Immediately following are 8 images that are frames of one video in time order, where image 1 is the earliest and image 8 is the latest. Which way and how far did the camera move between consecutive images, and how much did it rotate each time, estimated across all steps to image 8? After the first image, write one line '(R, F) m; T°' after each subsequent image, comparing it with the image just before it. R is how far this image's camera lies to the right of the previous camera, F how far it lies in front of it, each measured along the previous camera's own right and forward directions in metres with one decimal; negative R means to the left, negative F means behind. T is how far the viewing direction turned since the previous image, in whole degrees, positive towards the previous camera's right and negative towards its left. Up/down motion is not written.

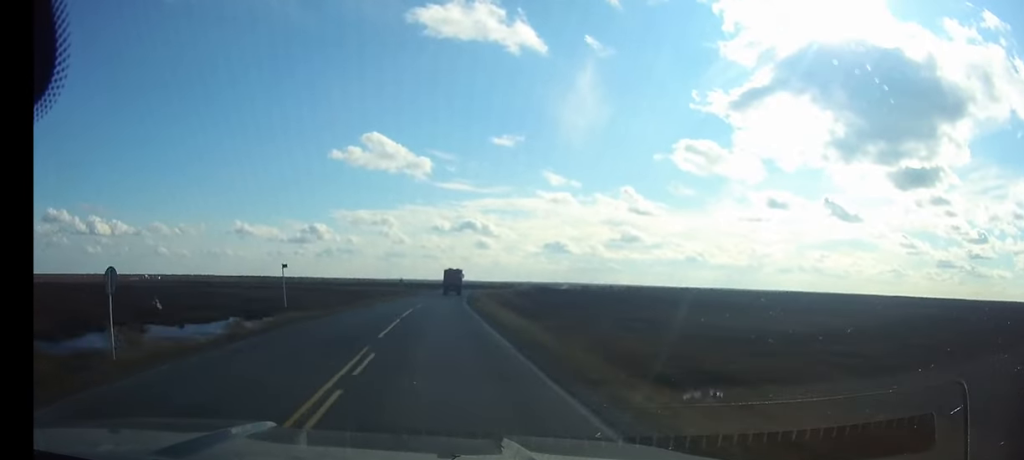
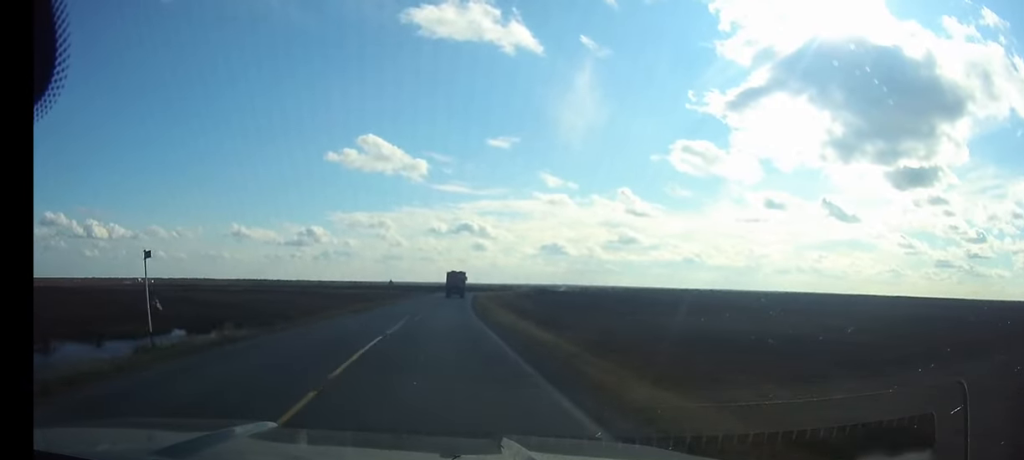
(+0.1, +14.6) m; +1°
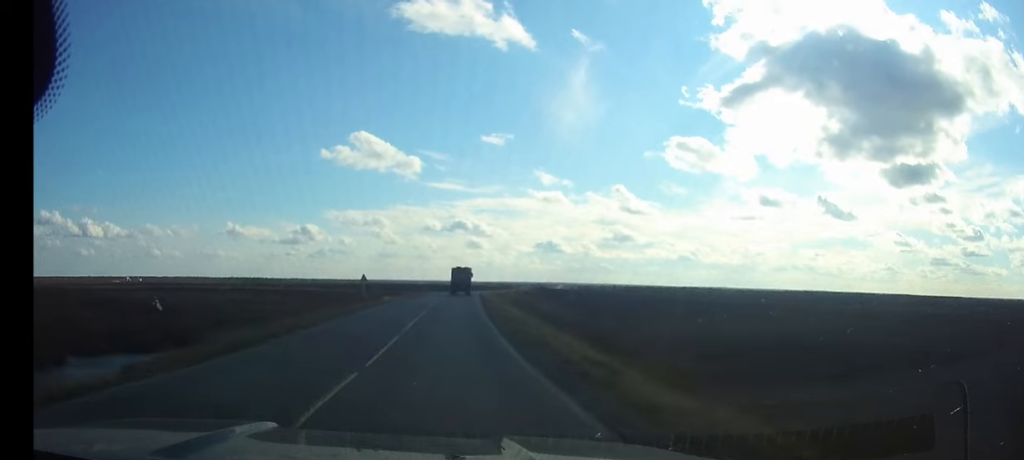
(+0.2, +22.2) m; +1°
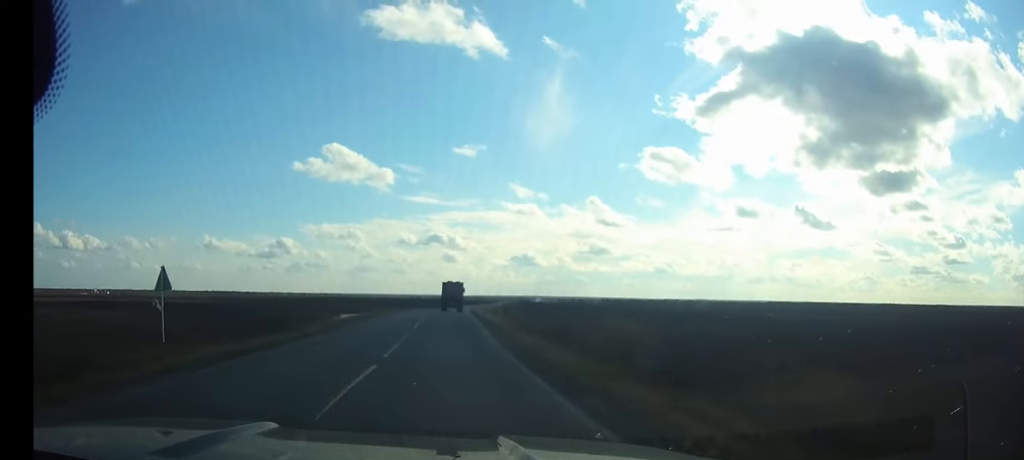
(+0.5, +36.5) m; +2°
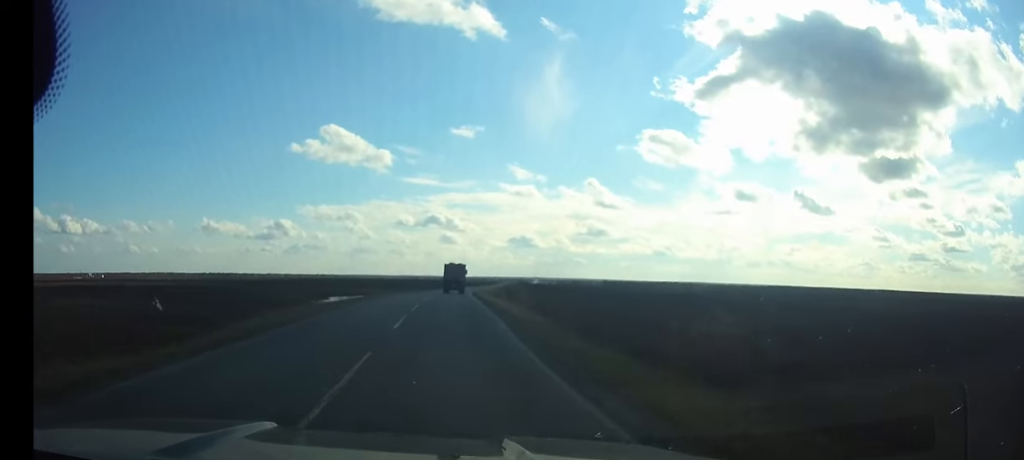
(+0.1, +10.0) m; +1°
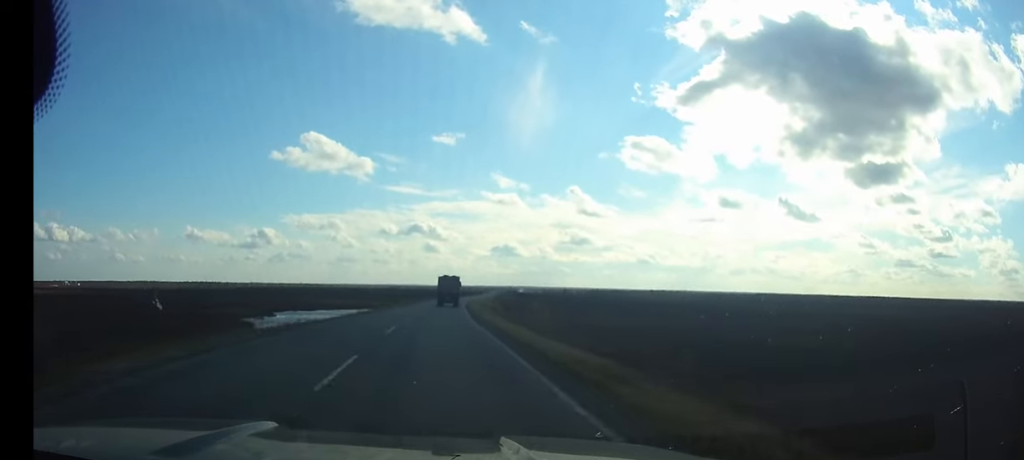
(+0.3, +30.8) m; +1°
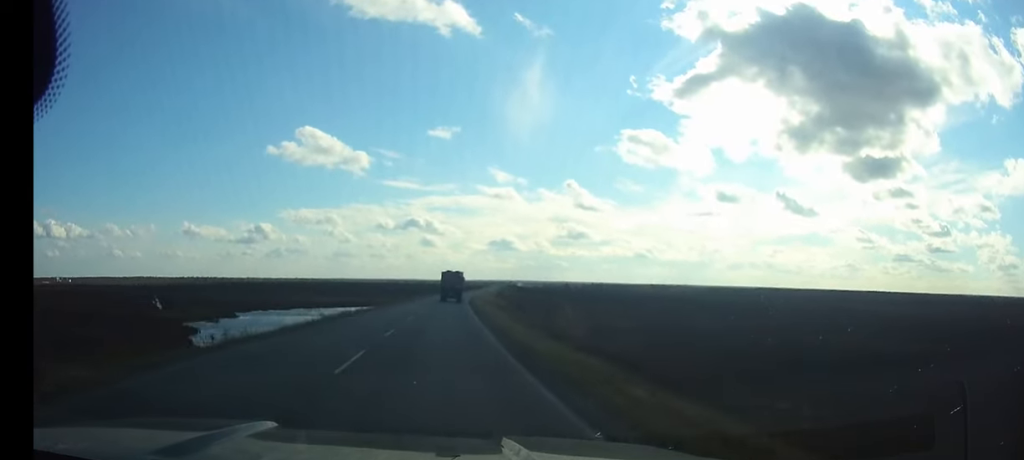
(+0.1, +17.7) m; +1°
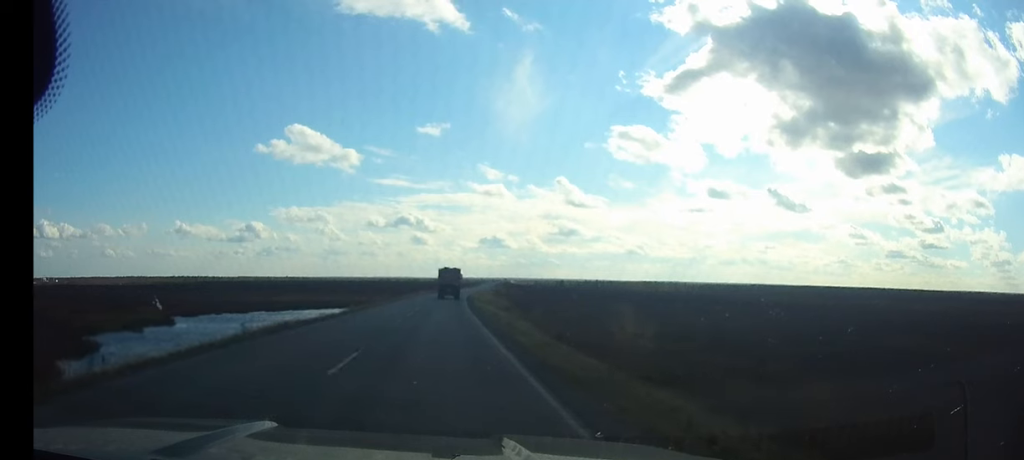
(+0.1, +18.2) m; +1°
